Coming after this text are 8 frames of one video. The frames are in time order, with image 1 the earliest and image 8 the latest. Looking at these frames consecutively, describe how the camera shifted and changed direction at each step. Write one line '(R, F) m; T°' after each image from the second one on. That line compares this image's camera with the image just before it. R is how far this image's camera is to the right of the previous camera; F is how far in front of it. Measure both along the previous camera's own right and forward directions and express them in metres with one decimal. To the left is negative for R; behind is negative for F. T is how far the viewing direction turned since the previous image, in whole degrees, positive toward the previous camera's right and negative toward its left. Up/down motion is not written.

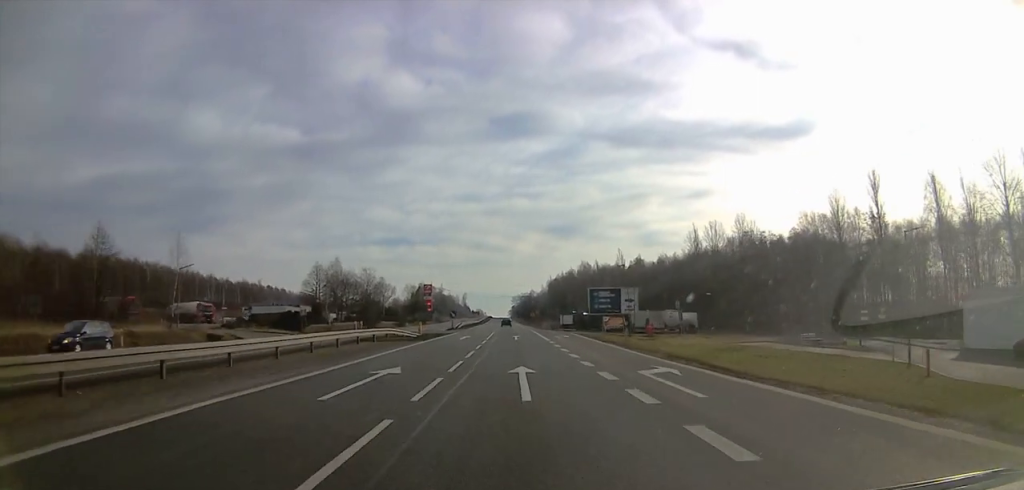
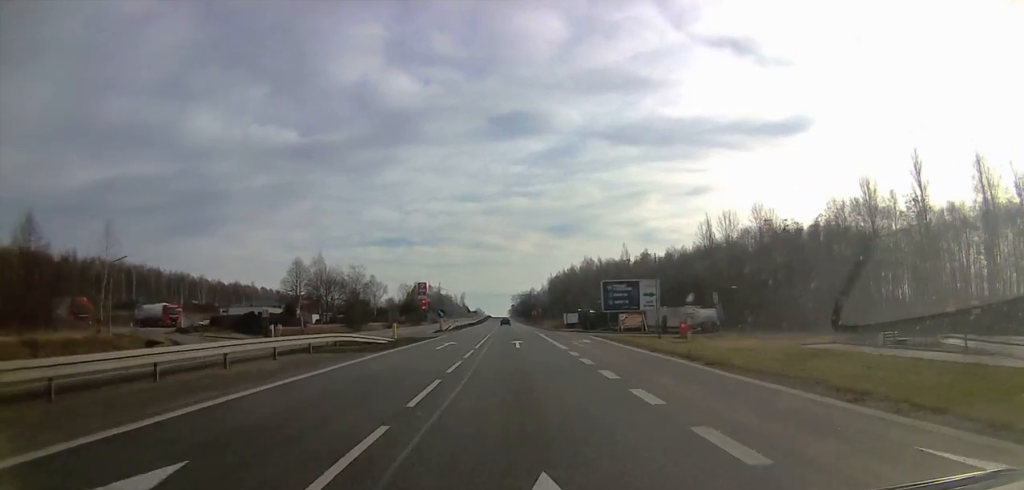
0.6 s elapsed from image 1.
(-0.2, +12.8) m; +1°
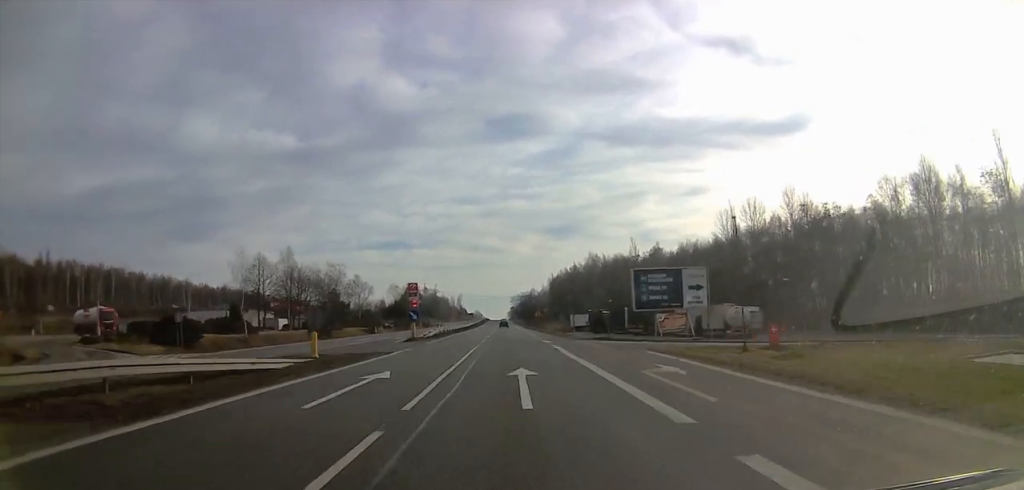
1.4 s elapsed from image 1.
(+0.7, +17.6) m; +2°
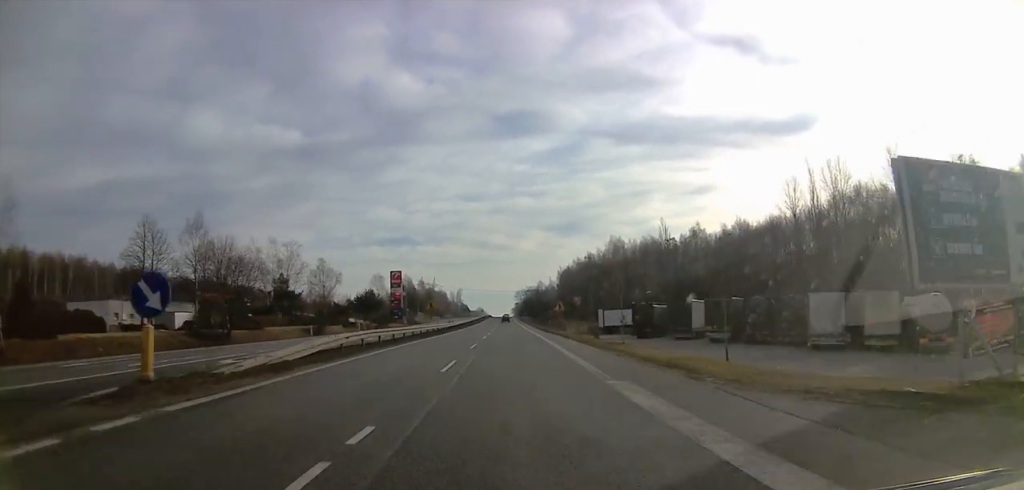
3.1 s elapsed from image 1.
(-0.7, +36.4) m; -3°
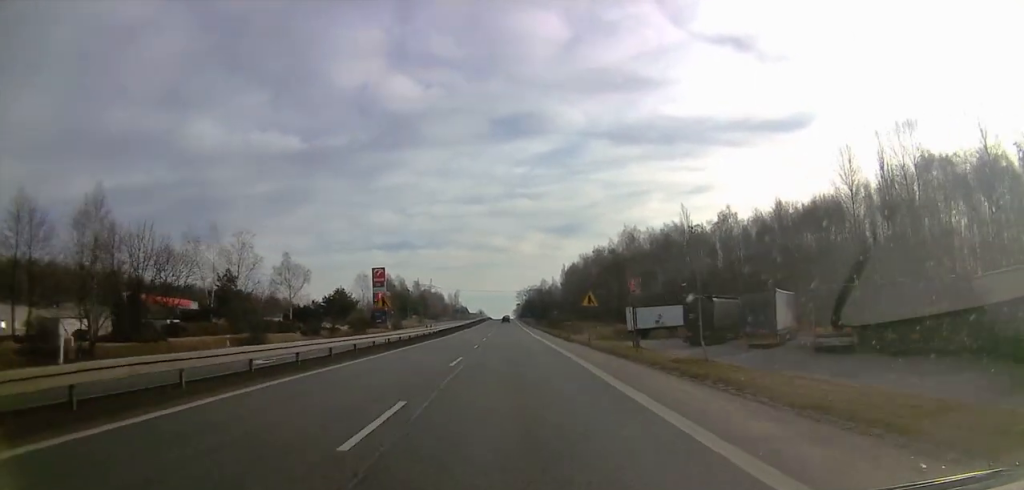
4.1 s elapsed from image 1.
(-0.4, +22.3) m; 0°
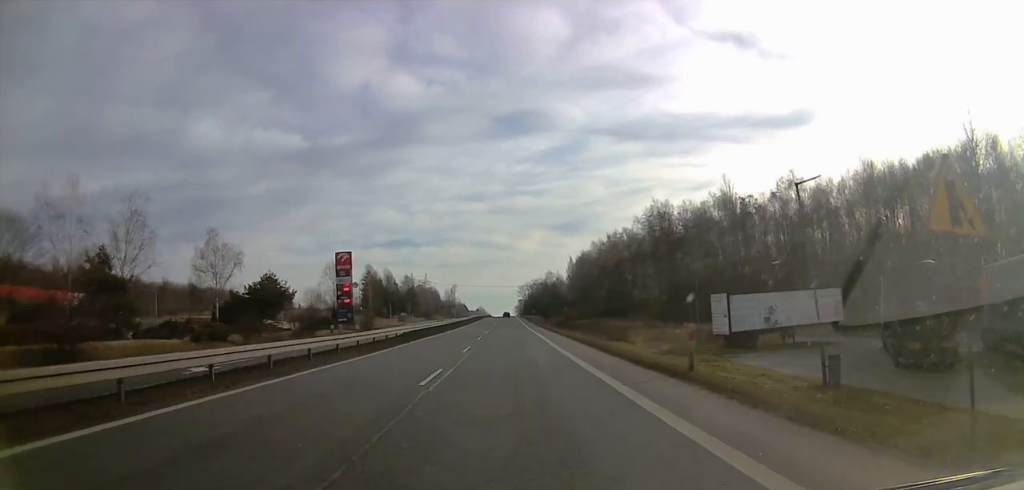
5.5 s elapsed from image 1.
(+0.4, +30.2) m; +2°
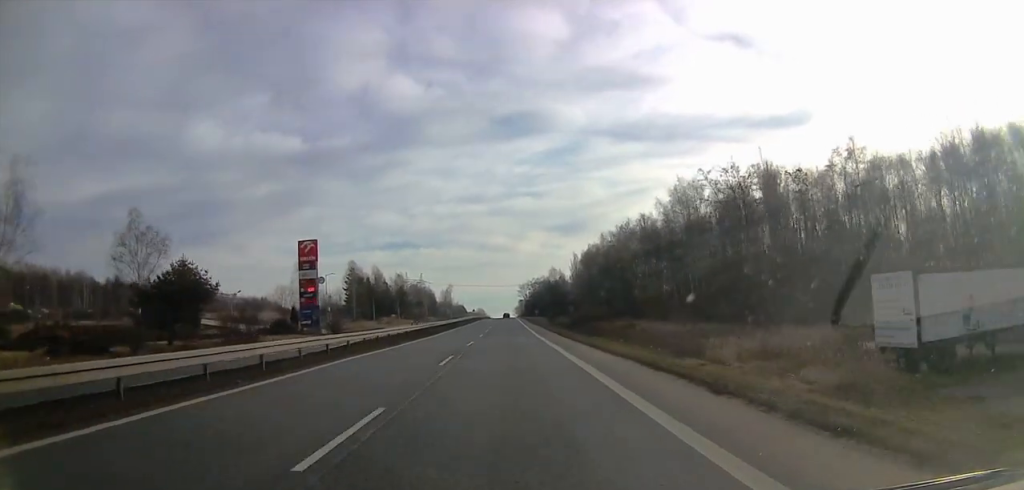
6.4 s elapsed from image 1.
(+0.4, +21.6) m; 0°
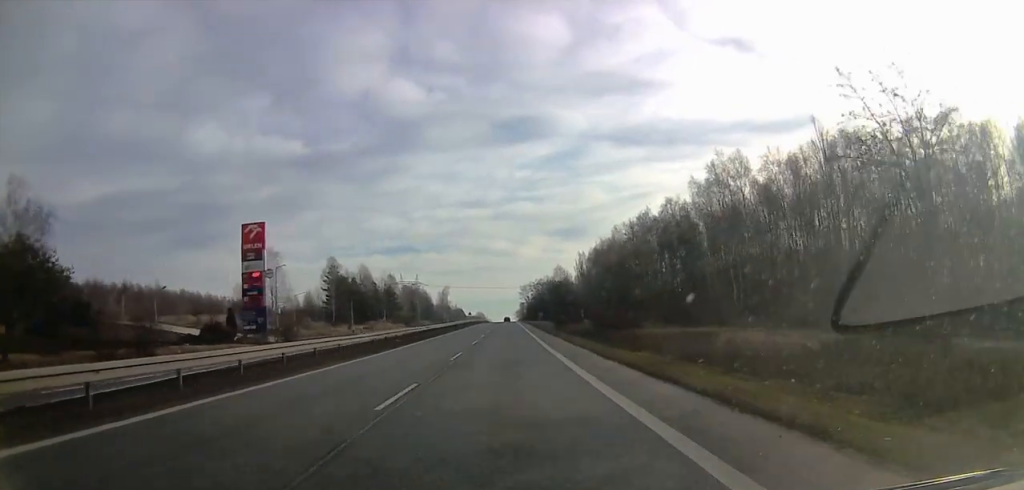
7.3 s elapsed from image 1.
(-0.3, +20.0) m; -1°
